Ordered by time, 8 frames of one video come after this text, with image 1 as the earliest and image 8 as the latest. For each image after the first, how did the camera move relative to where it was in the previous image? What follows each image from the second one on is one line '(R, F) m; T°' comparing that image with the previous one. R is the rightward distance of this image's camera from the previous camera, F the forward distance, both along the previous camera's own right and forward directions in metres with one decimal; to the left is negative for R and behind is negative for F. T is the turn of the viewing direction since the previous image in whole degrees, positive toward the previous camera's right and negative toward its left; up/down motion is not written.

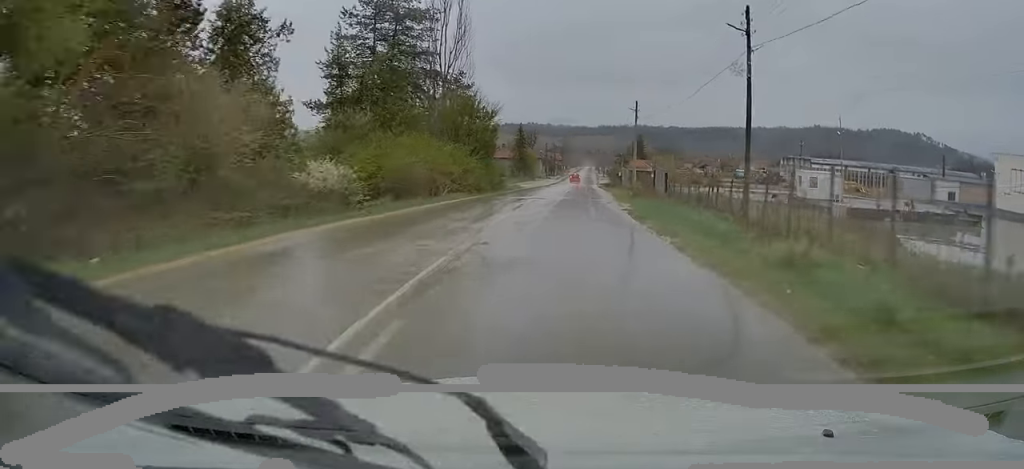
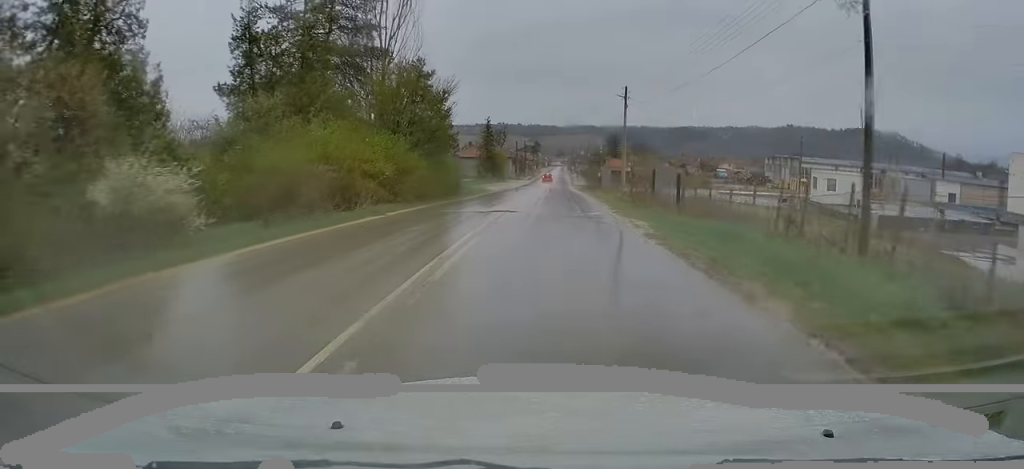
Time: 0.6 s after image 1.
(-0.2, +9.8) m; +2°
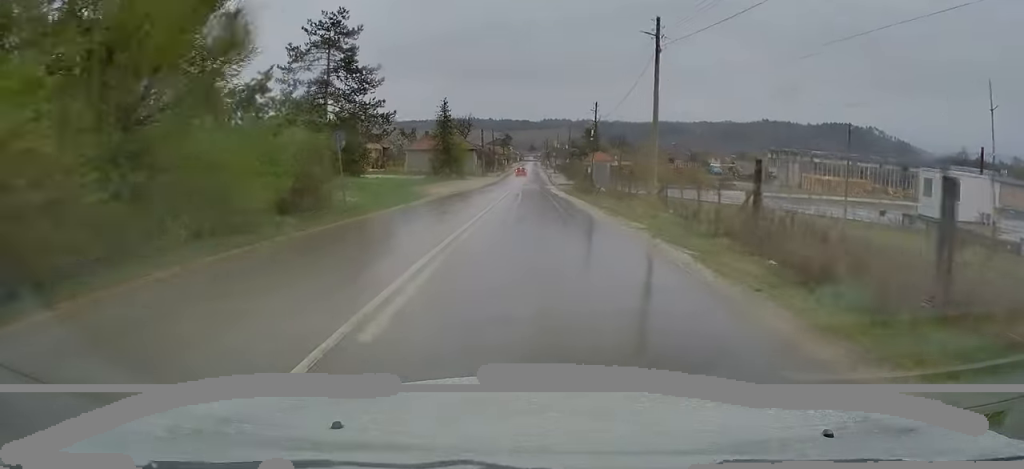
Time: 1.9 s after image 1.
(+1.1, +20.0) m; +3°
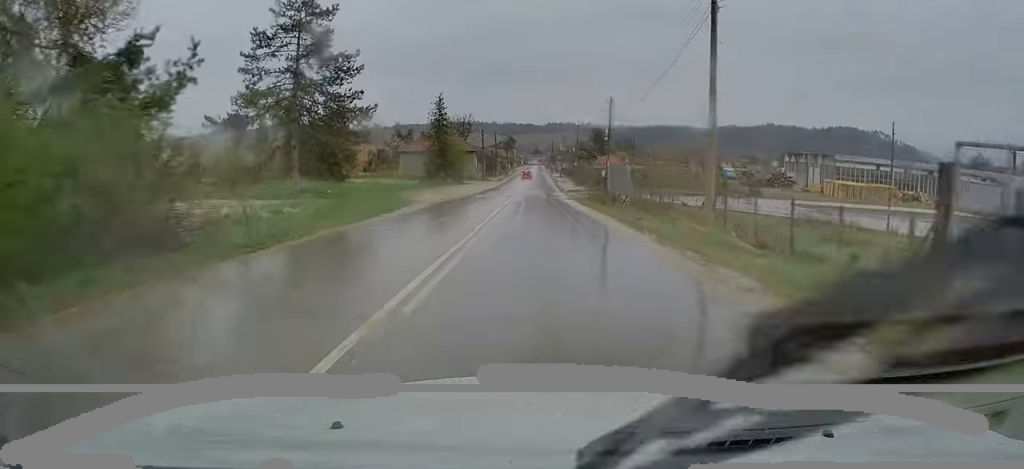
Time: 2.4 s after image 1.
(0.0, +7.7) m; 0°
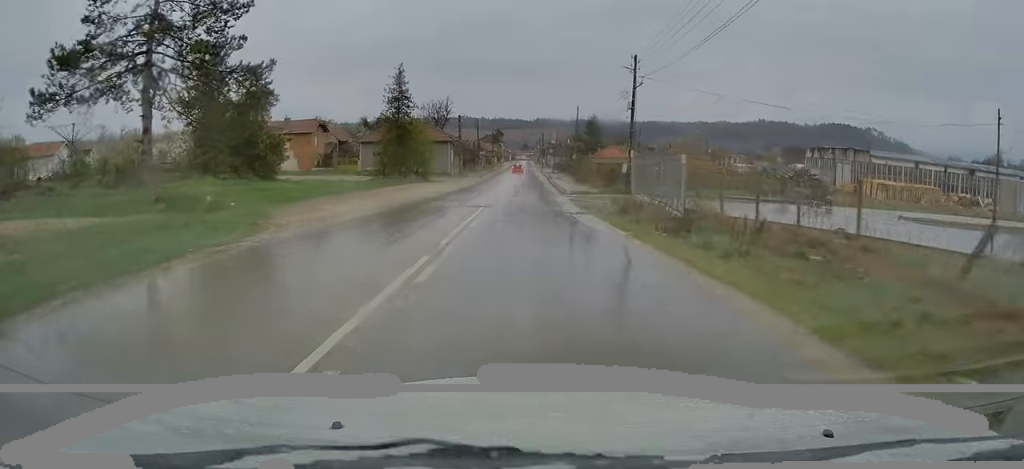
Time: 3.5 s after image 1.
(0.0, +16.3) m; +2°
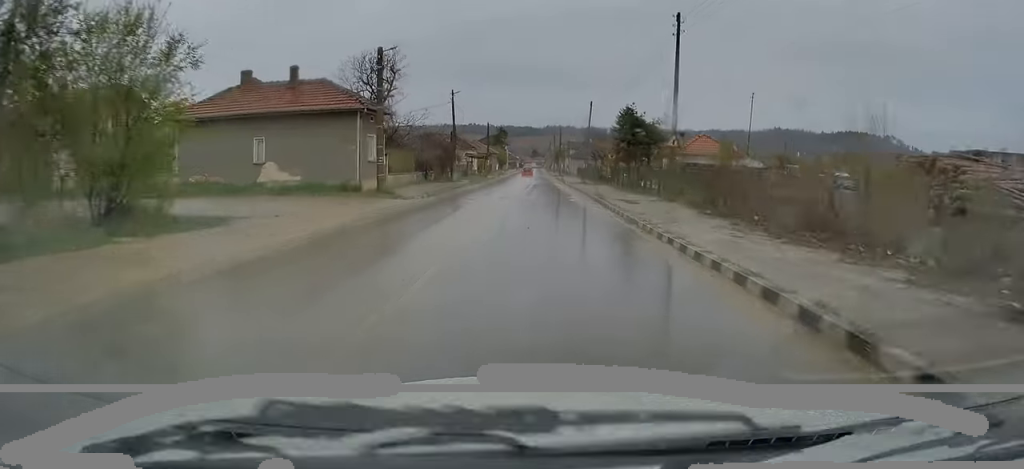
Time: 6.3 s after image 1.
(-0.1, +42.5) m; -1°
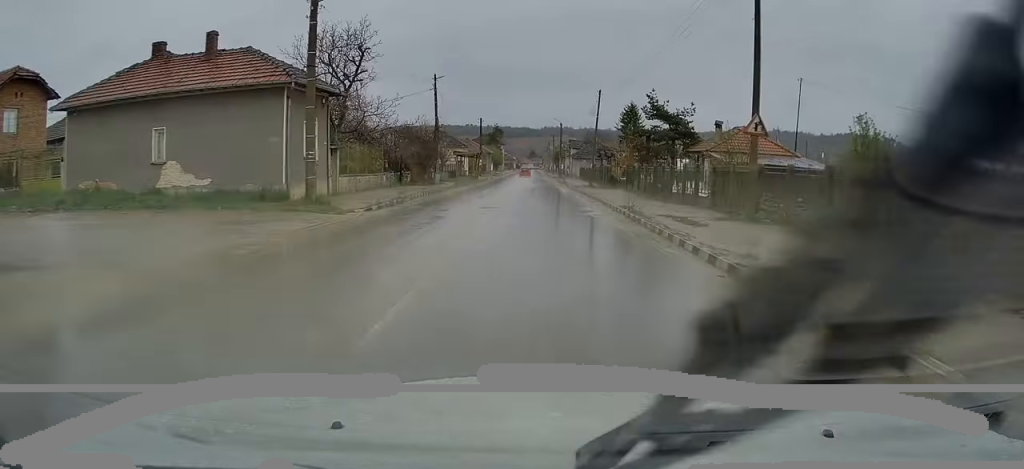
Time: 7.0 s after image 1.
(0.0, +9.4) m; 0°
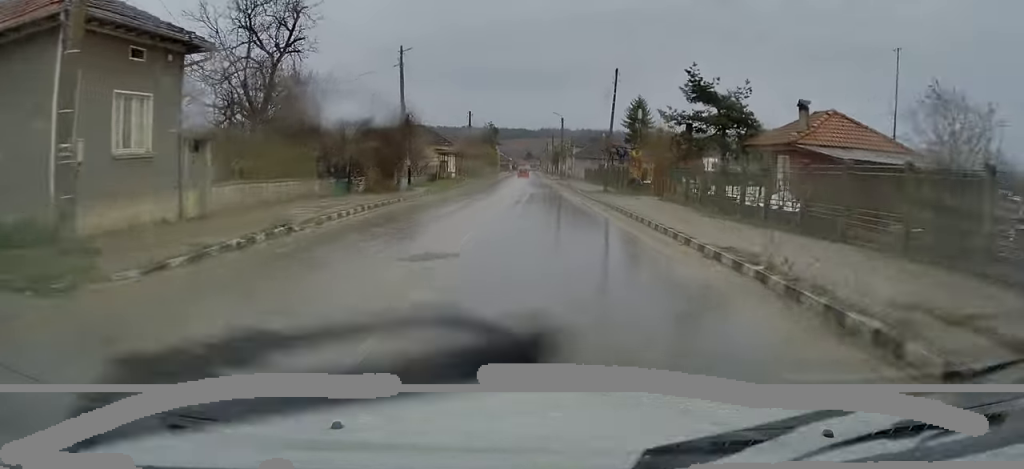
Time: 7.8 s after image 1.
(0.0, +11.8) m; 0°
